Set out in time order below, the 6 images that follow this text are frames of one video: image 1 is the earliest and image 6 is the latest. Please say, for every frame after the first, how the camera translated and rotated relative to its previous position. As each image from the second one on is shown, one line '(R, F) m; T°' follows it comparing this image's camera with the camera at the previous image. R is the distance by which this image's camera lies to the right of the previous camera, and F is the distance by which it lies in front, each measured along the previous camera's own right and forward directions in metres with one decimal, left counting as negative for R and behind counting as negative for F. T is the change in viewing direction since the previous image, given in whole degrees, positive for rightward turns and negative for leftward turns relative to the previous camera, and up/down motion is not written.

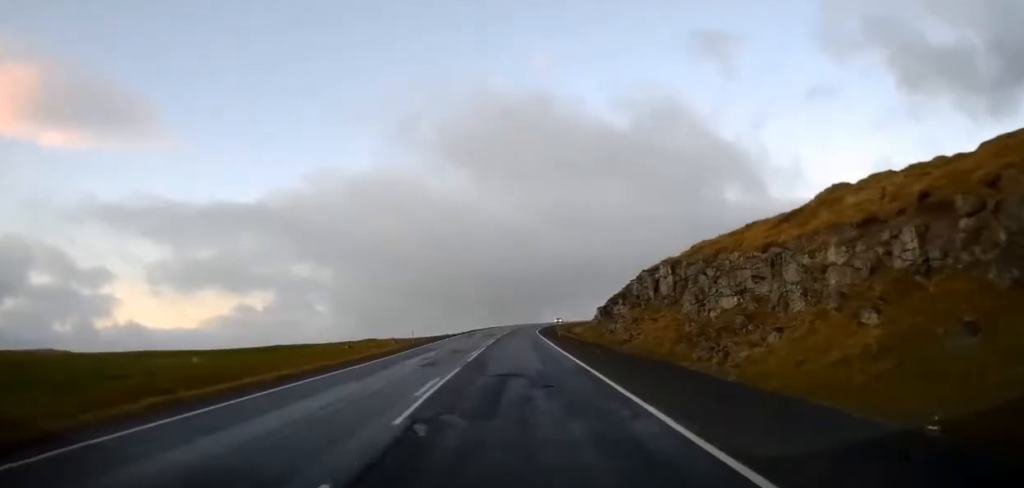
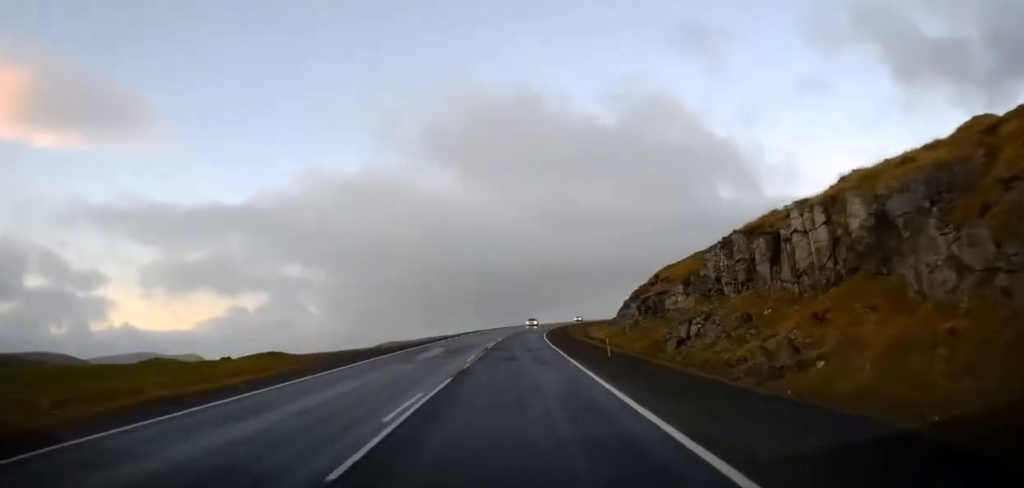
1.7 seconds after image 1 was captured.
(+0.7, +26.3) m; +3°
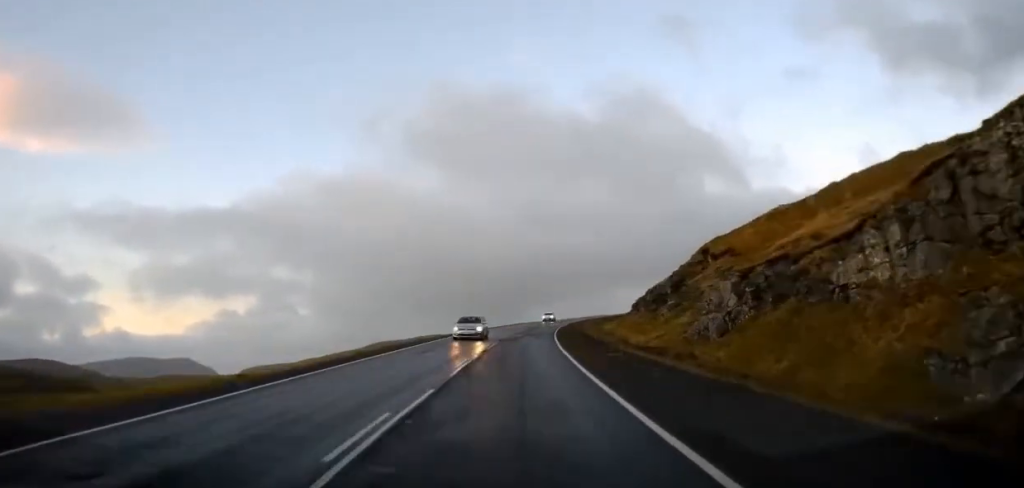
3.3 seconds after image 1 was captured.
(+0.1, +26.0) m; -1°
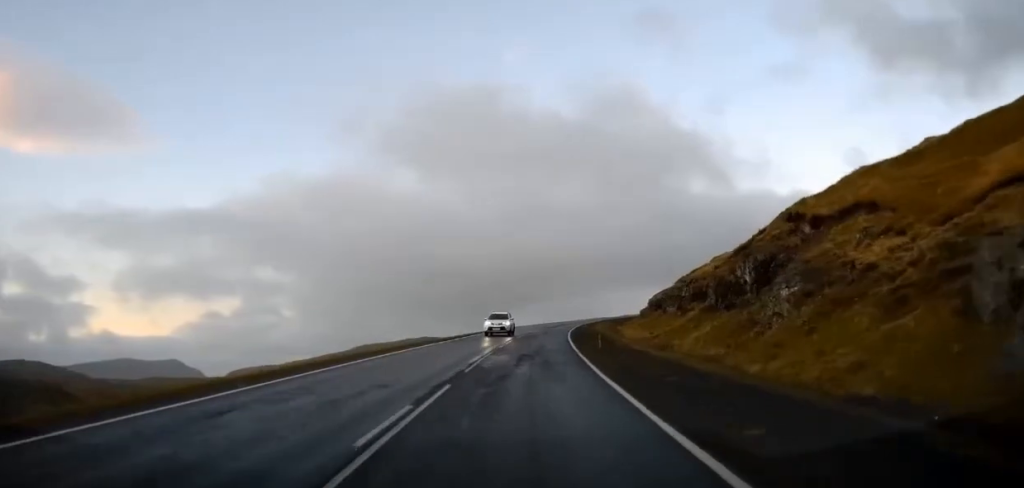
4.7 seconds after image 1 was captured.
(-0.6, +23.0) m; -1°
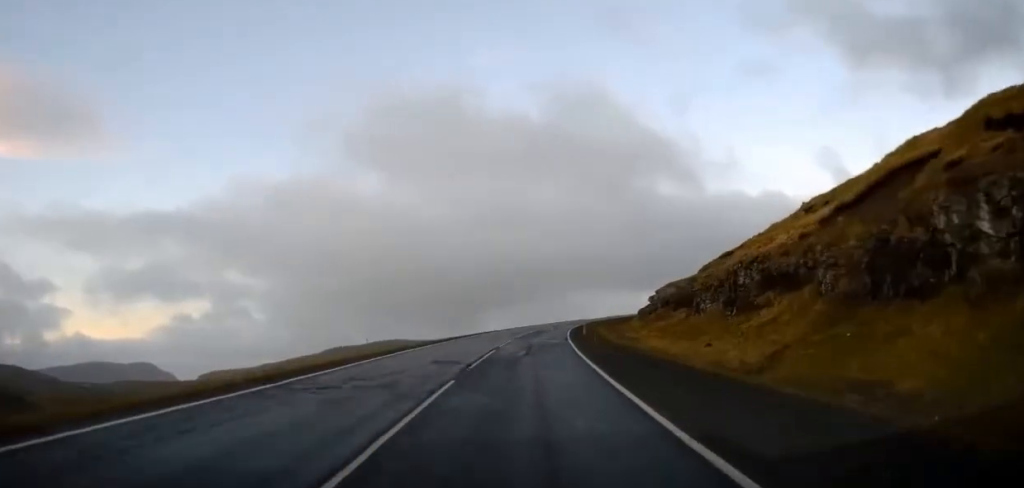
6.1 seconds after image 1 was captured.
(+0.7, +22.7) m; +2°
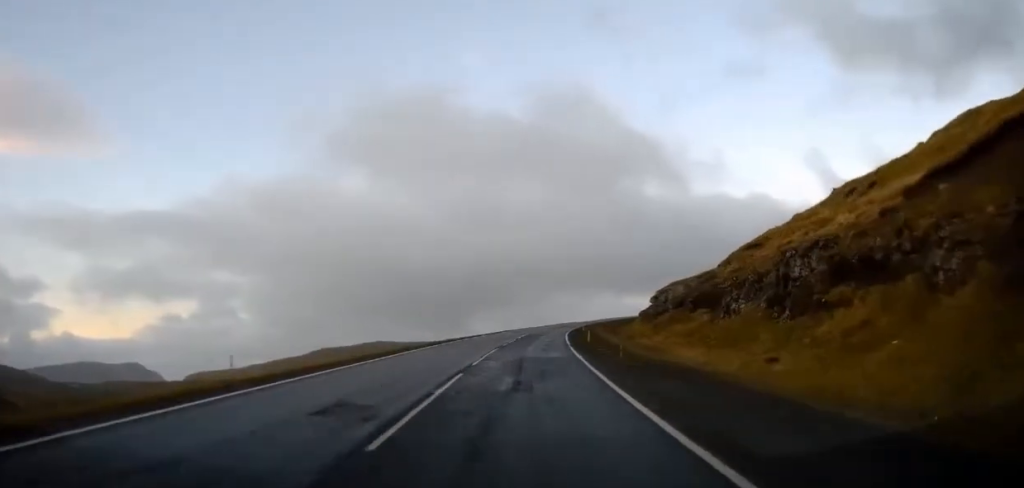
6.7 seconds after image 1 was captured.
(0.0, +9.7) m; 0°
